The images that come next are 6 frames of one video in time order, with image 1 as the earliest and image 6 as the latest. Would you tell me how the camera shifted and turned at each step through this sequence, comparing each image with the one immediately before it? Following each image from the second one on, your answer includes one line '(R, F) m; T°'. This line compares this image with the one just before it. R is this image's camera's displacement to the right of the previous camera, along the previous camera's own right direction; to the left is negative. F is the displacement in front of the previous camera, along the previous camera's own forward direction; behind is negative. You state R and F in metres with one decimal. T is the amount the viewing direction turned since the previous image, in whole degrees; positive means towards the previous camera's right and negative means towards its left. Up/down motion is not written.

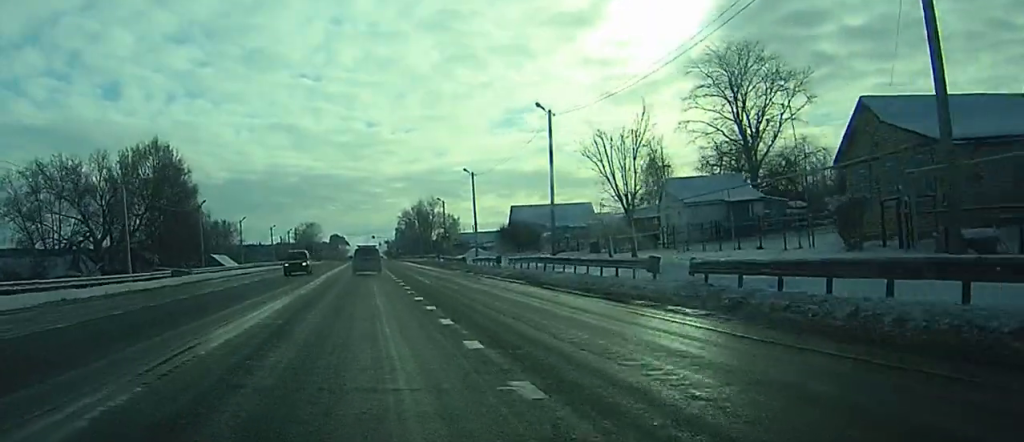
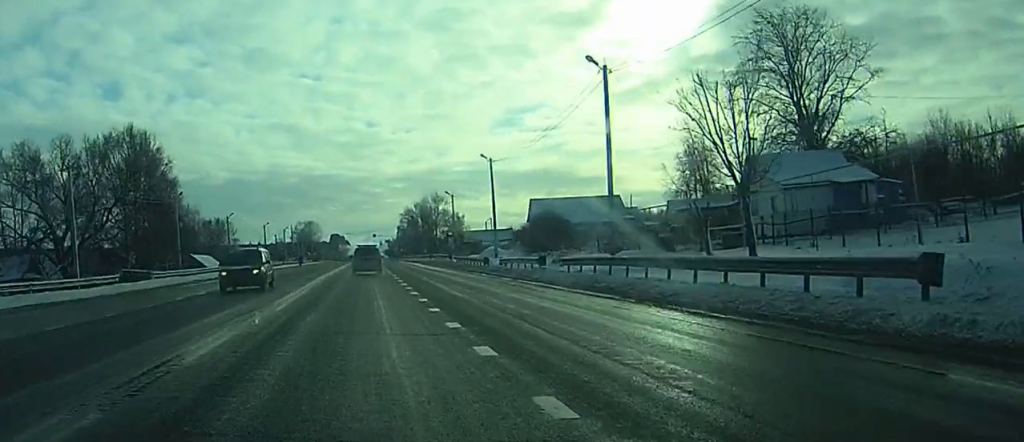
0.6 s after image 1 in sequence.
(0.0, +13.0) m; 0°
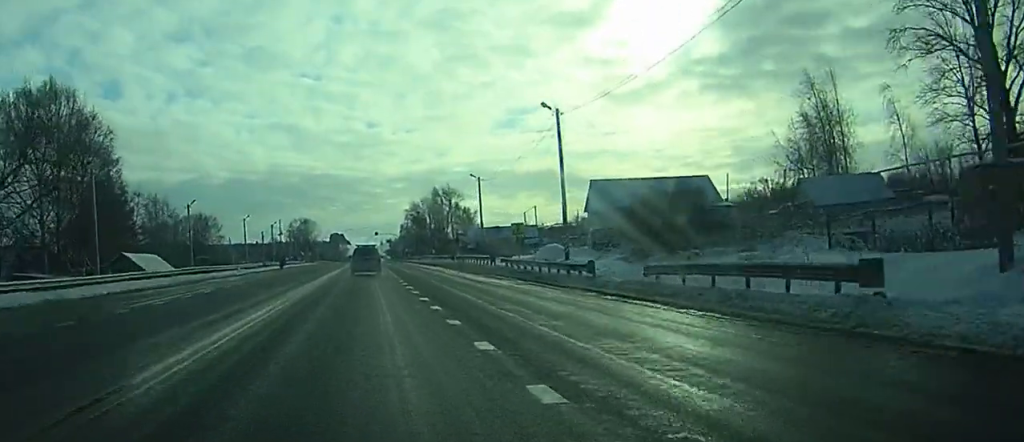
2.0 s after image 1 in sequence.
(0.0, +27.1) m; 0°
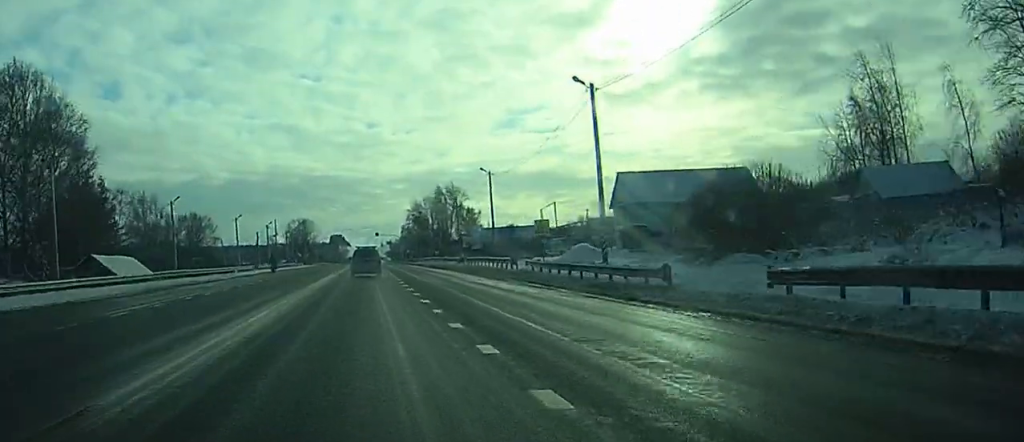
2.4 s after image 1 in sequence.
(0.0, +8.1) m; 0°
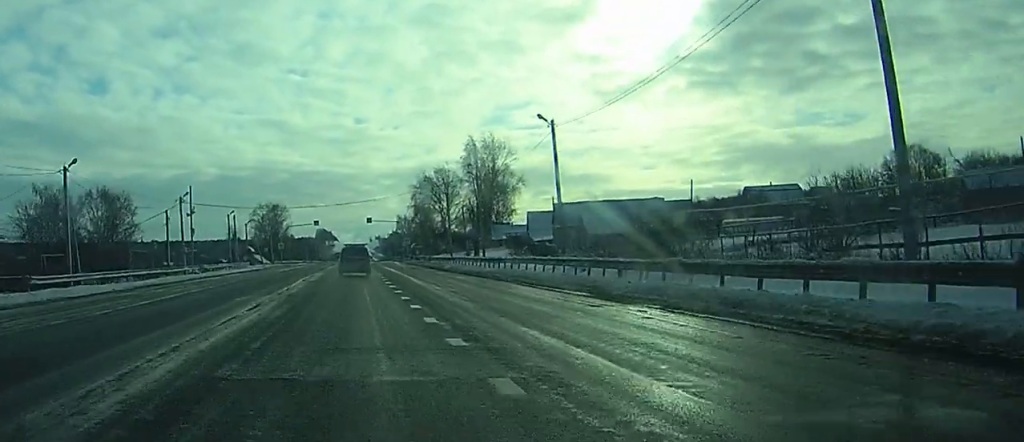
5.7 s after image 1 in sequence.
(-0.3, +65.8) m; 0°
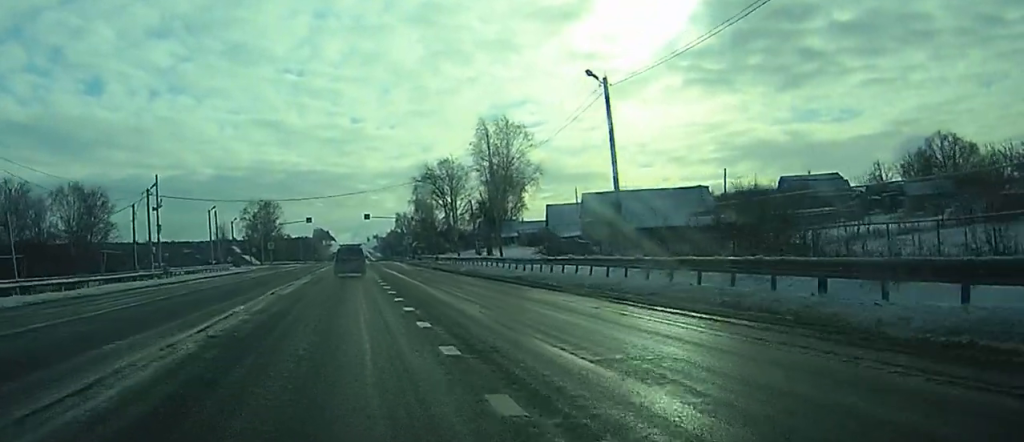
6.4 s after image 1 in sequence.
(0.0, +12.3) m; 0°
